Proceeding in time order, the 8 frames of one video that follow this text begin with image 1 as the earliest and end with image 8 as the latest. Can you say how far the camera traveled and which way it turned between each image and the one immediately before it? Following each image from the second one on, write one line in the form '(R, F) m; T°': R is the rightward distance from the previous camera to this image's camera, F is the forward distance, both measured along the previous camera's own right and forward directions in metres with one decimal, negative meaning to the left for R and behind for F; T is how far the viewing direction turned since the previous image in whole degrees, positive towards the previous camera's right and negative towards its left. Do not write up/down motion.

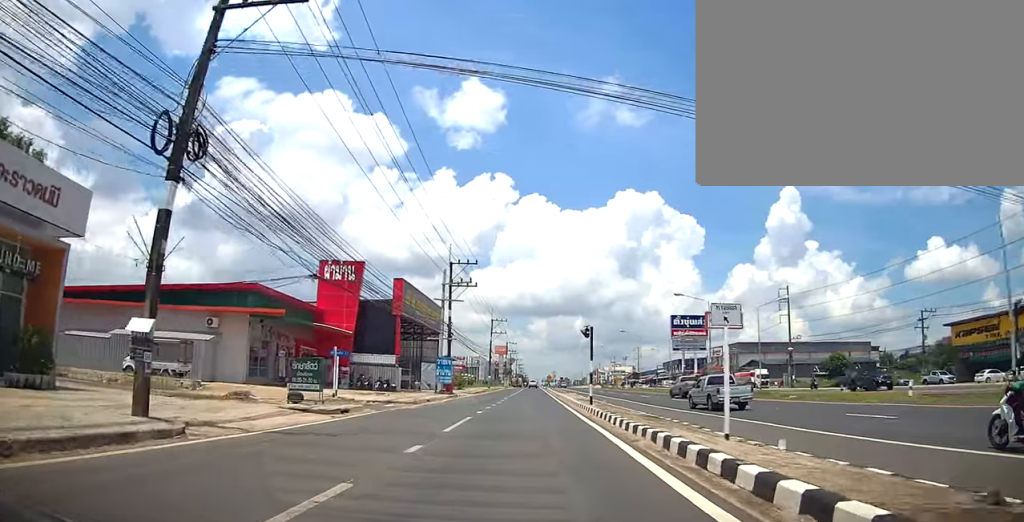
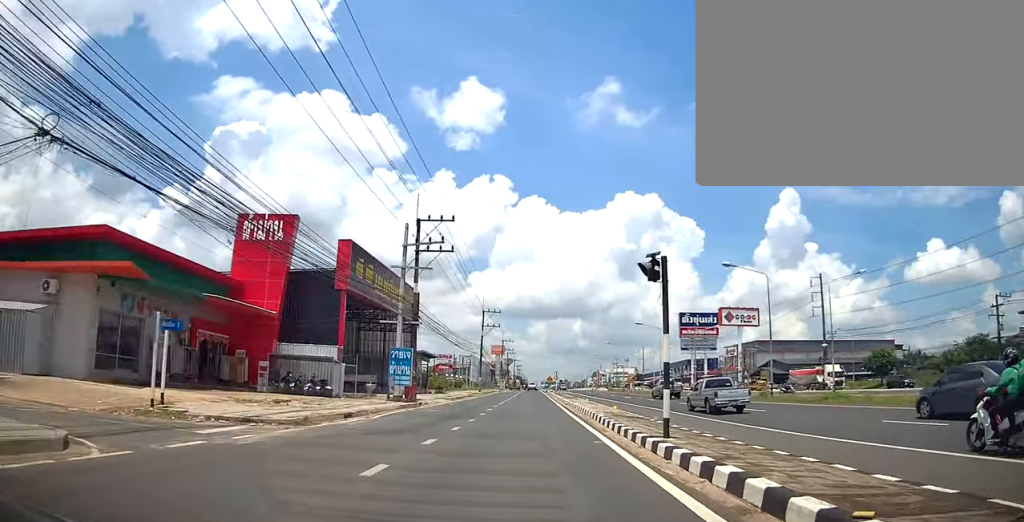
(0.0, +15.0) m; 0°
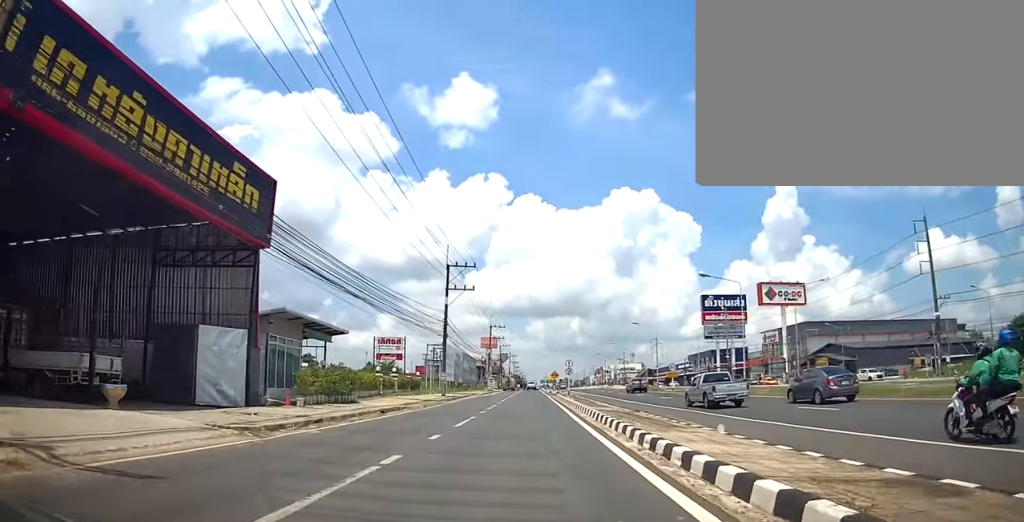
(+0.1, +32.0) m; +1°
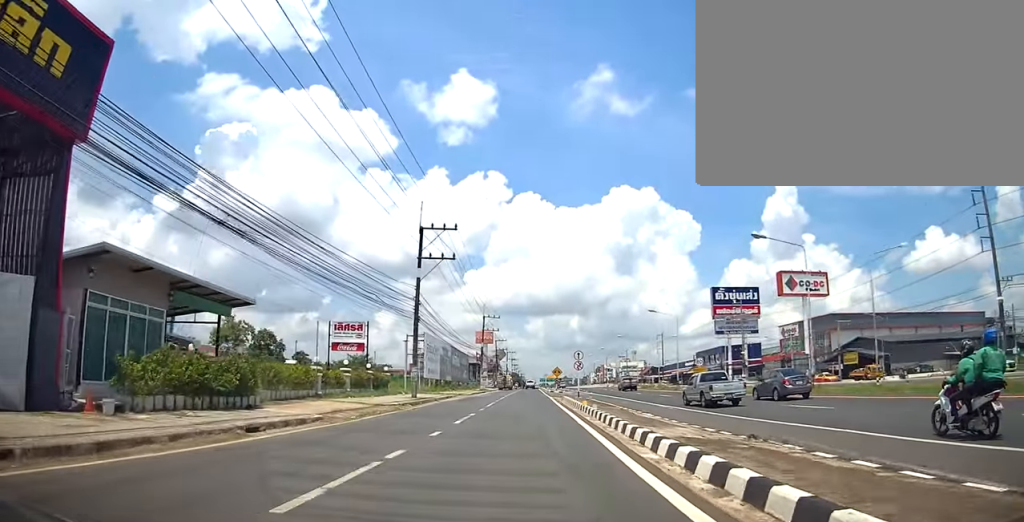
(+0.1, +12.0) m; 0°
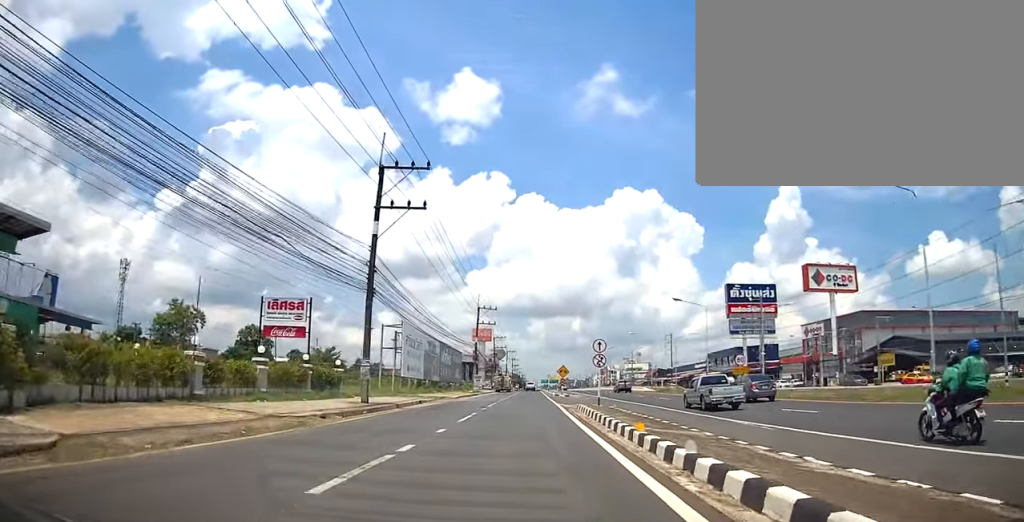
(0.0, +11.5) m; 0°
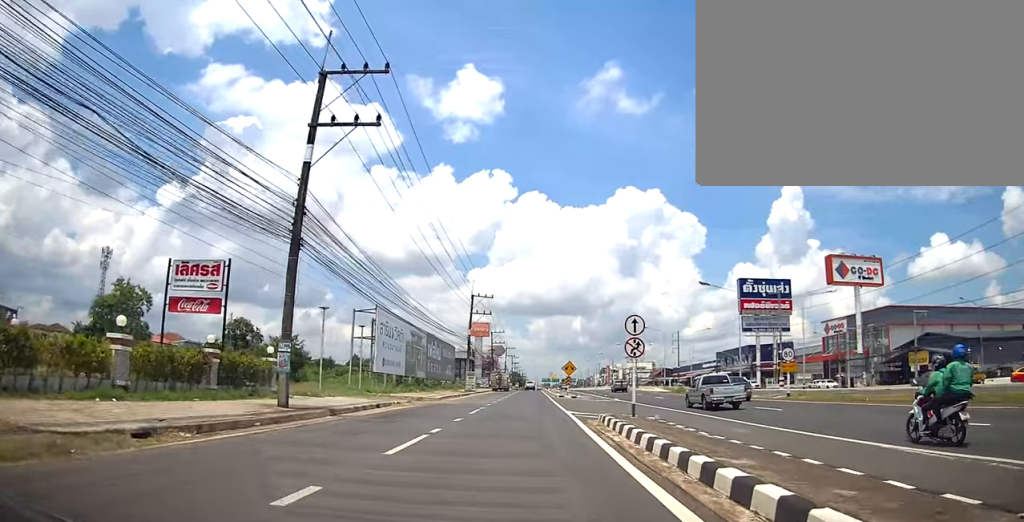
(0.0, +9.2) m; 0°
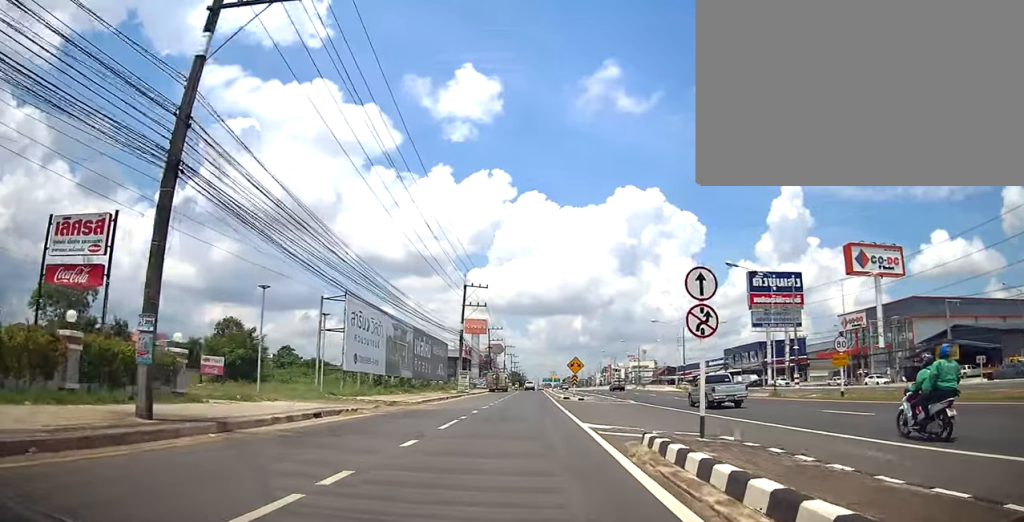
(0.0, +7.2) m; 0°
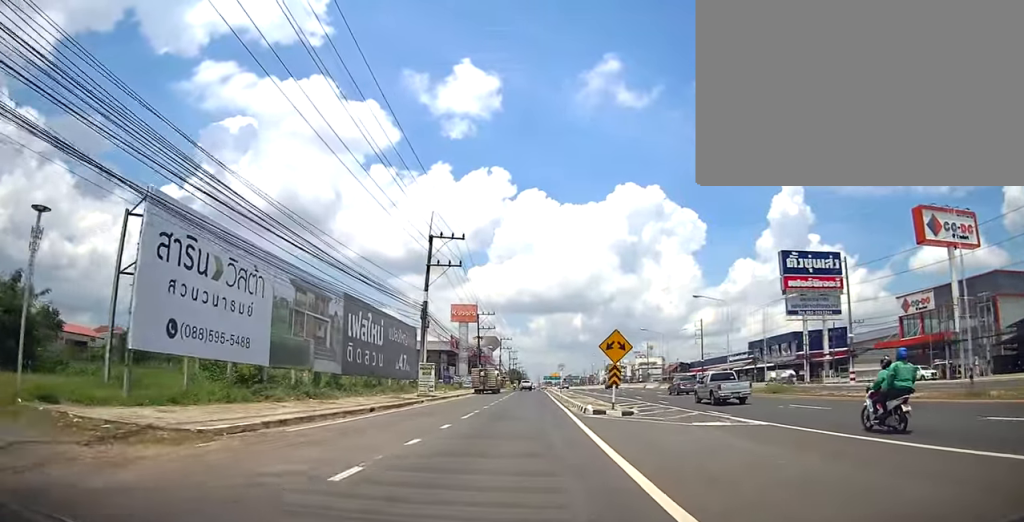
(+0.1, +20.7) m; -2°
